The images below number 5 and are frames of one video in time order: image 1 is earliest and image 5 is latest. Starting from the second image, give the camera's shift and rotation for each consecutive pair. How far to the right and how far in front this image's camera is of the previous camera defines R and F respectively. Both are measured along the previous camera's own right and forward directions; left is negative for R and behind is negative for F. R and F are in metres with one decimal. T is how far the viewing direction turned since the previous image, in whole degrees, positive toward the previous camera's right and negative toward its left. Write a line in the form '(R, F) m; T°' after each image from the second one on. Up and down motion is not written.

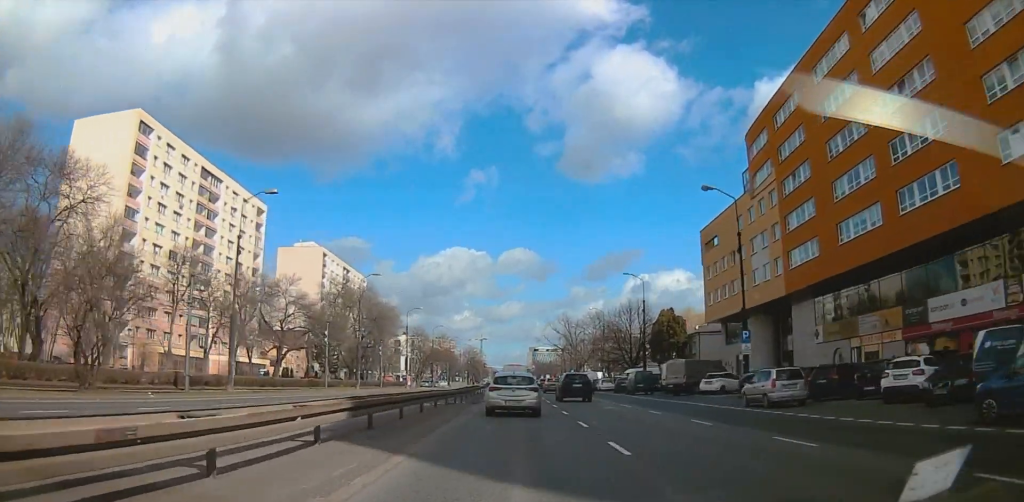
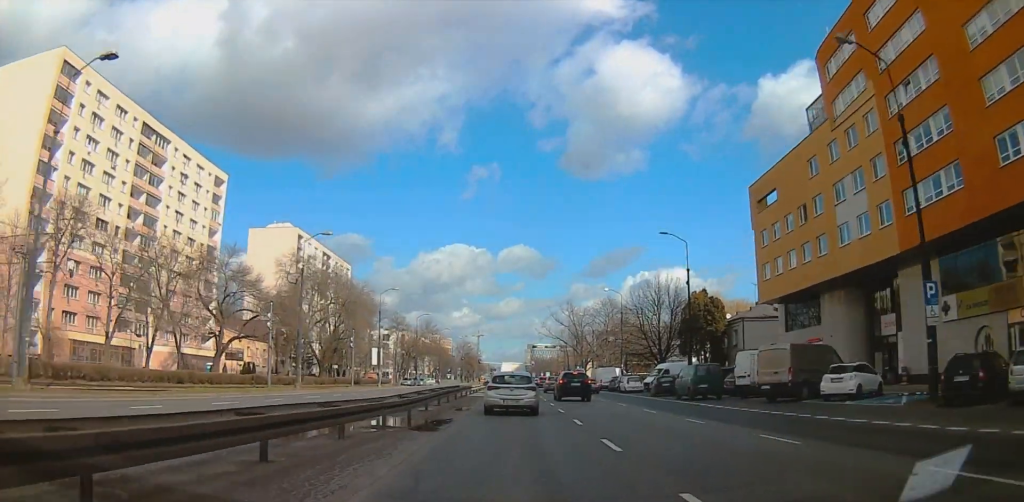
(+0.2, +18.8) m; 0°
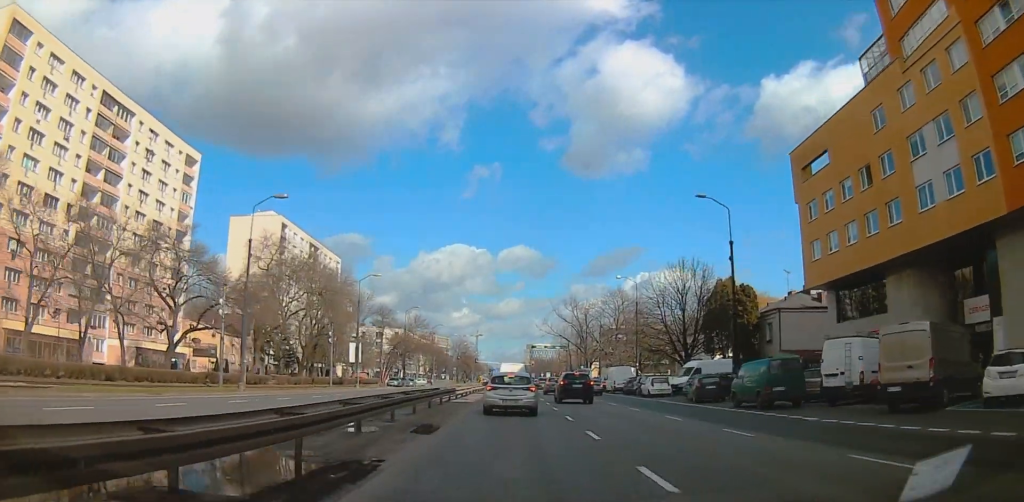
(0.0, +10.5) m; -1°
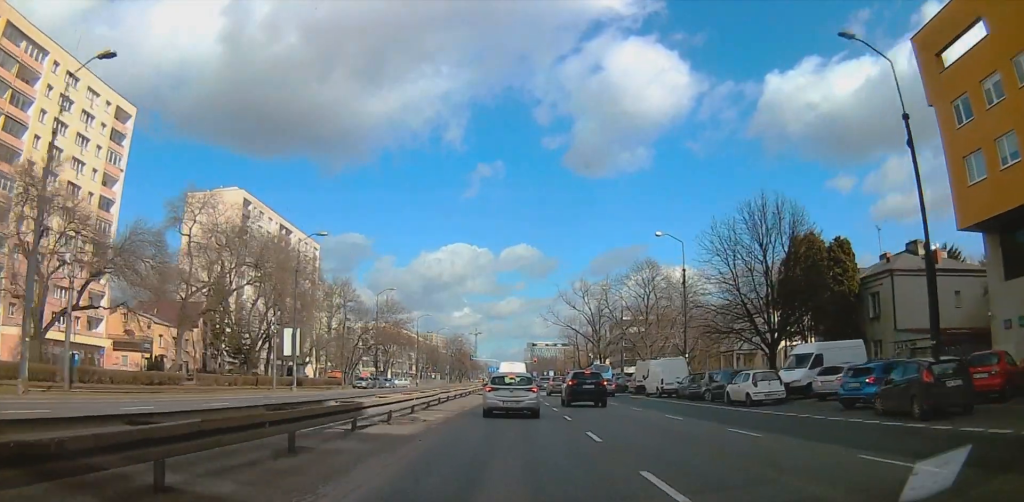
(-0.9, +19.7) m; -2°
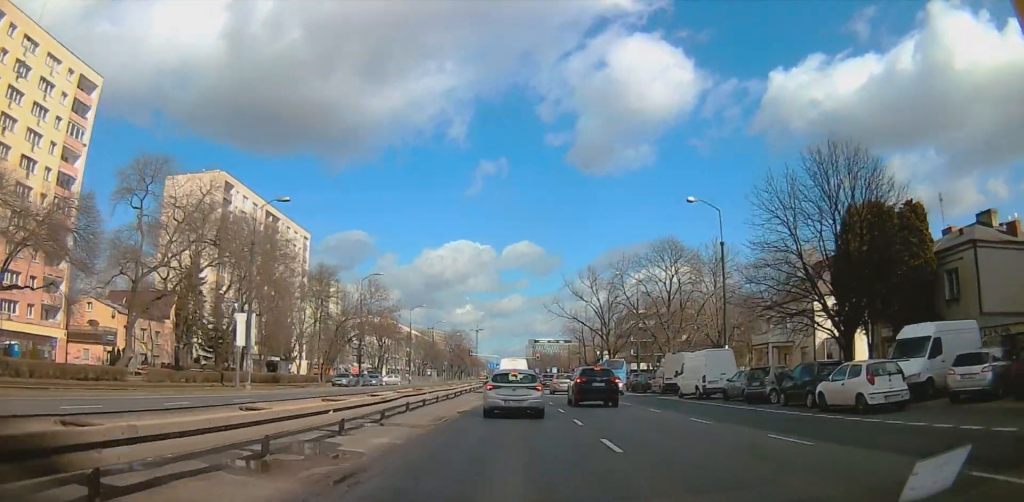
(+0.2, +8.6) m; +1°
